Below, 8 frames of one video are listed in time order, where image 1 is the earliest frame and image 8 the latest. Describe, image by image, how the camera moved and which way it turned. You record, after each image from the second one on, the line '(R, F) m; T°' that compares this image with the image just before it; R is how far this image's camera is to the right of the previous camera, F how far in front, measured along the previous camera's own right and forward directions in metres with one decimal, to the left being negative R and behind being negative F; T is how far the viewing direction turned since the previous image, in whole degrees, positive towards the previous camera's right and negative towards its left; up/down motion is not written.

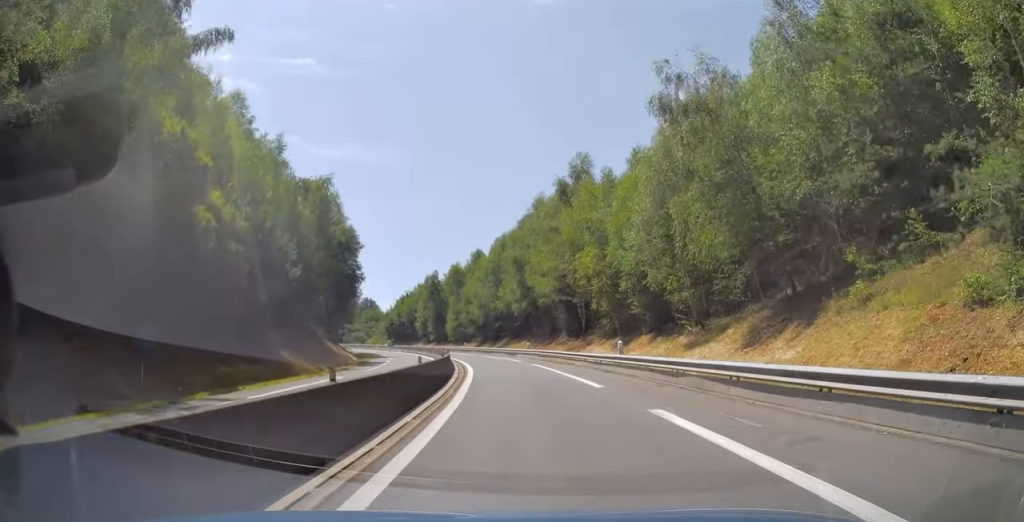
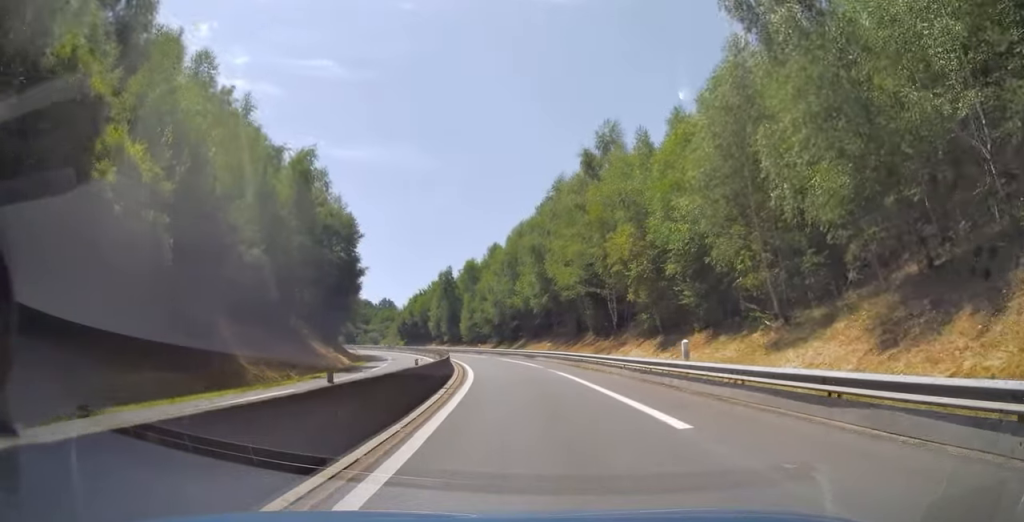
(-0.3, +8.4) m; -2°
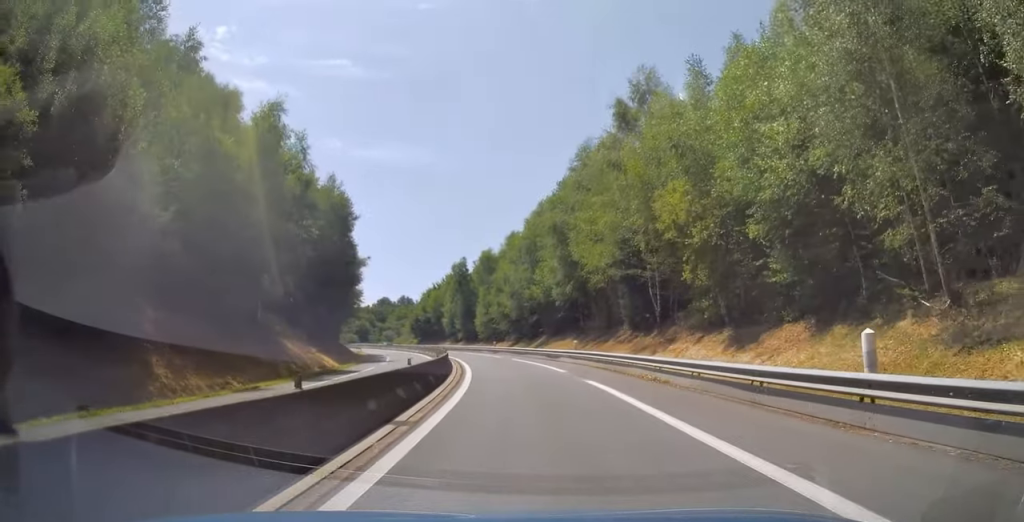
(0.0, +9.1) m; -2°
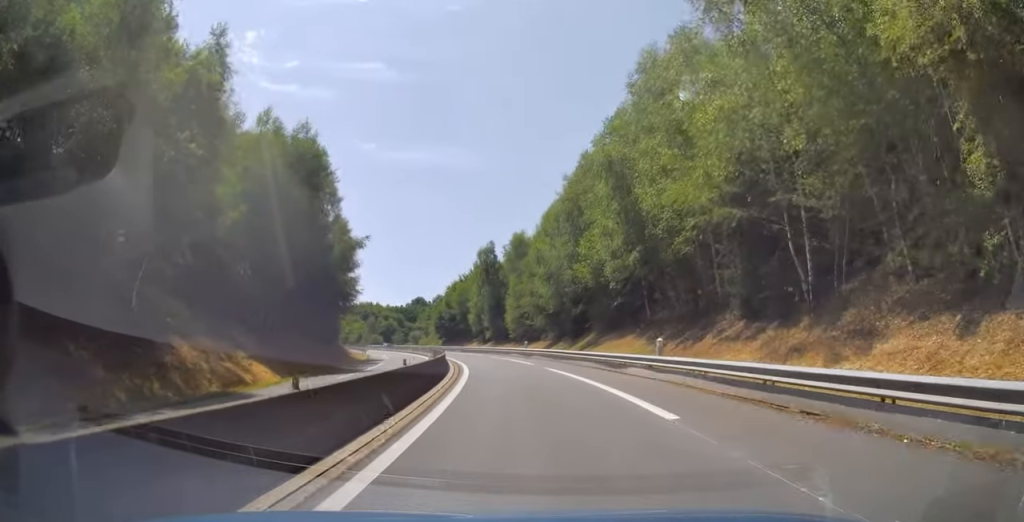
(-0.6, +16.5) m; -4°
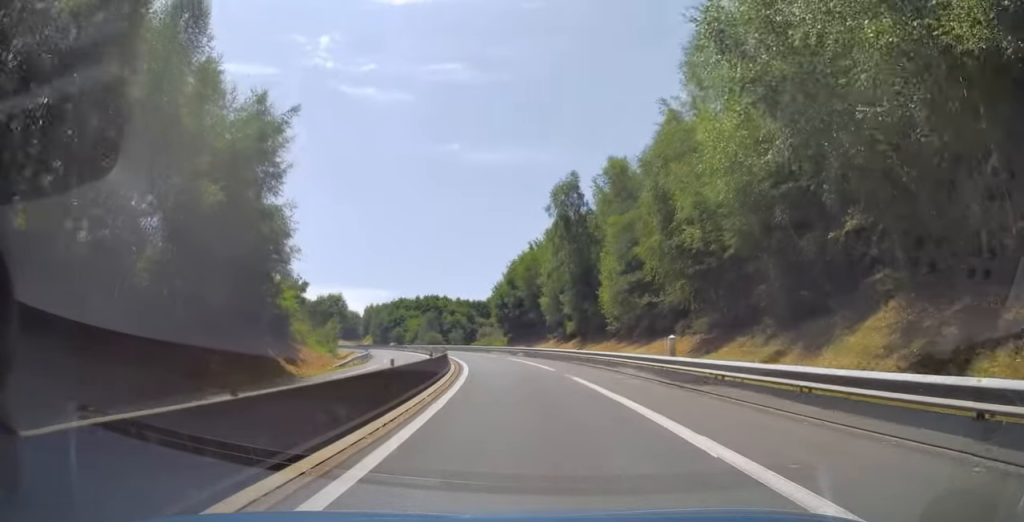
(-2.5, +34.5) m; -8°
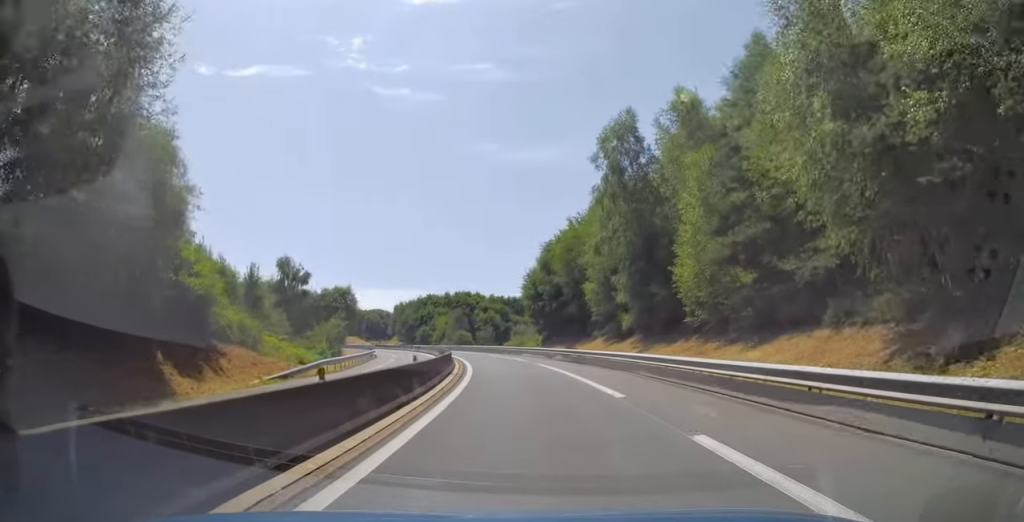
(-0.4, +14.1) m; -3°
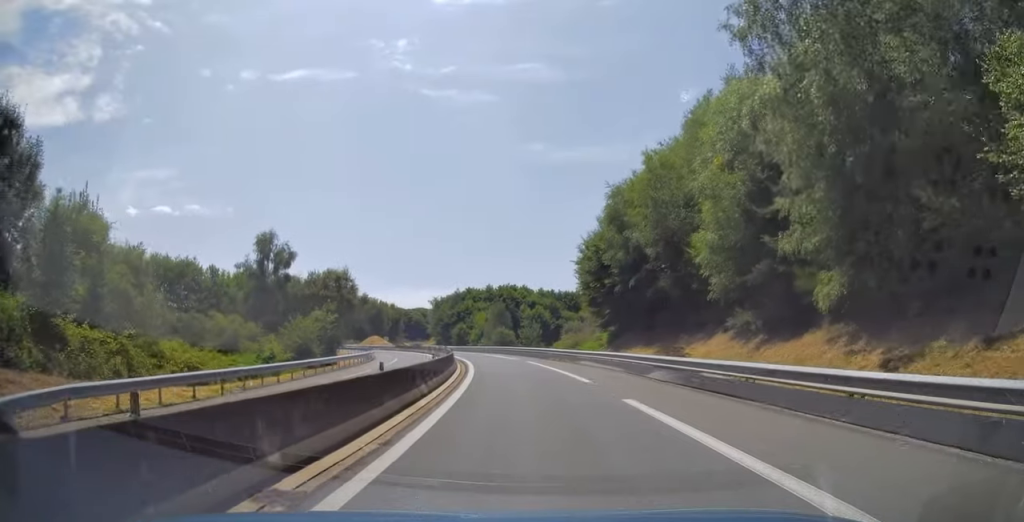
(-0.9, +20.9) m; -5°
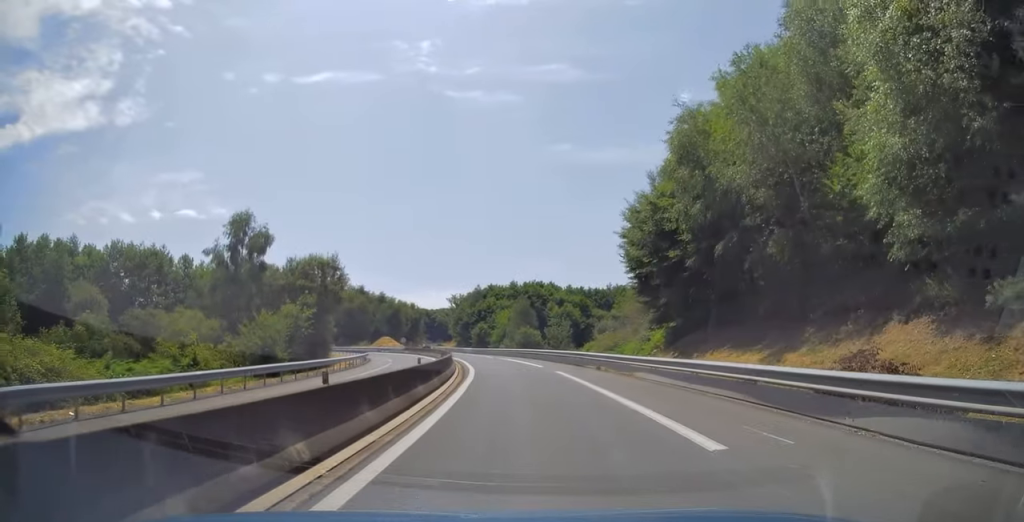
(-0.2, +11.9) m; -3°
